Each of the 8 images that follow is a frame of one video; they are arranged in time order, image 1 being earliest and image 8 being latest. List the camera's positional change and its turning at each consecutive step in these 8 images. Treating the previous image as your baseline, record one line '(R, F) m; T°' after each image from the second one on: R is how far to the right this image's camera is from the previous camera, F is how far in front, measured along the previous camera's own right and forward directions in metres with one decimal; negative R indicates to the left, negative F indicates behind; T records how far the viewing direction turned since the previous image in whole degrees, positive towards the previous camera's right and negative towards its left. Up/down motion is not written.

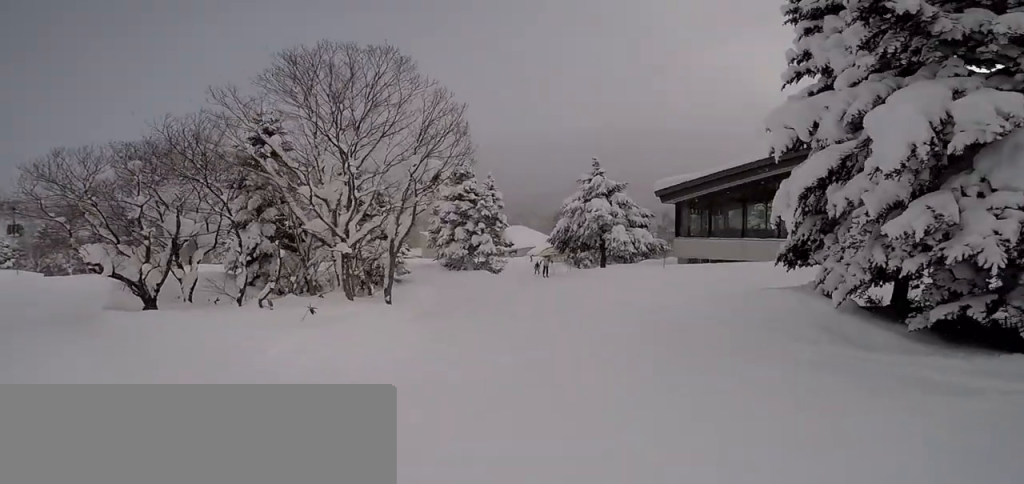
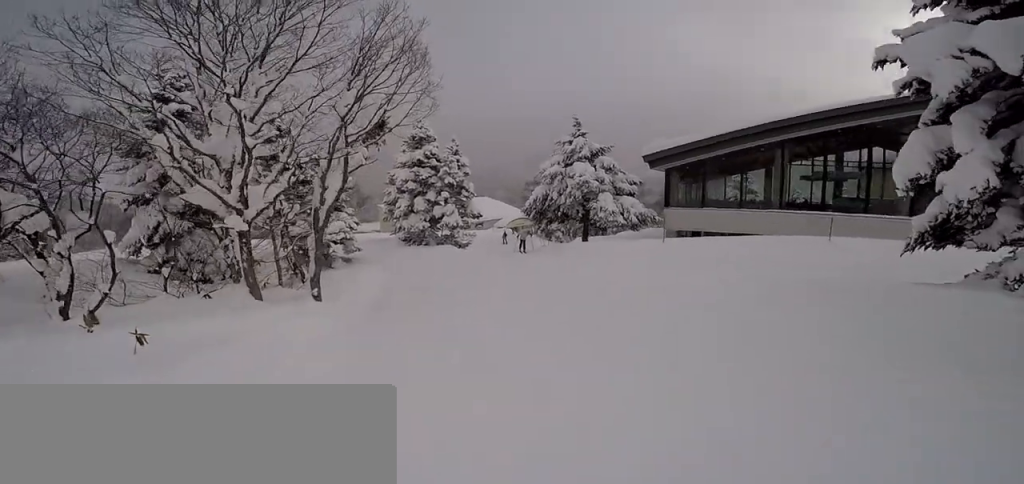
(+0.9, +4.4) m; +11°
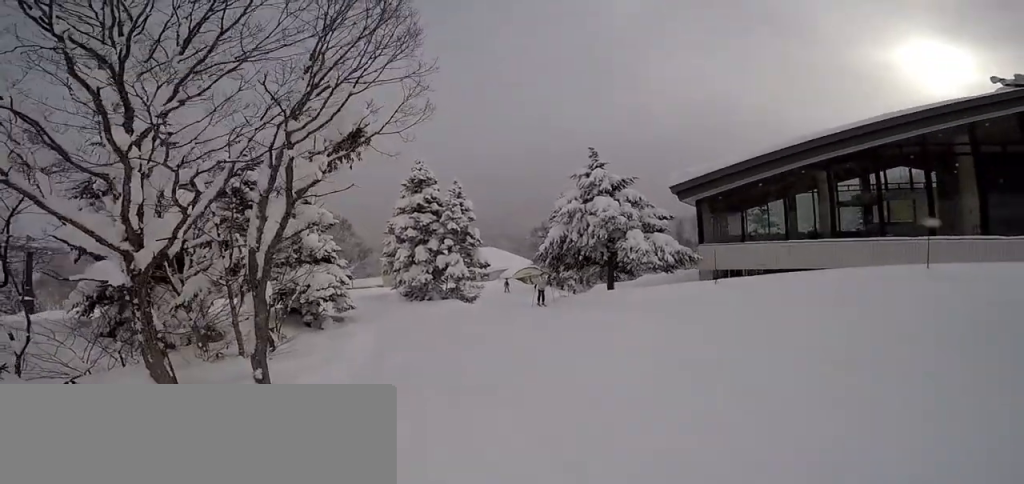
(+0.1, +3.9) m; -12°
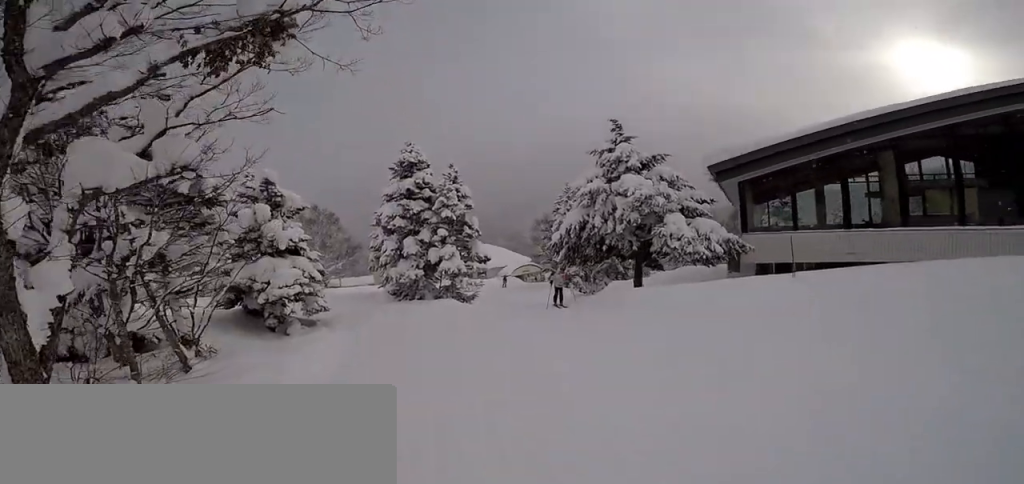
(-0.9, +4.0) m; -3°
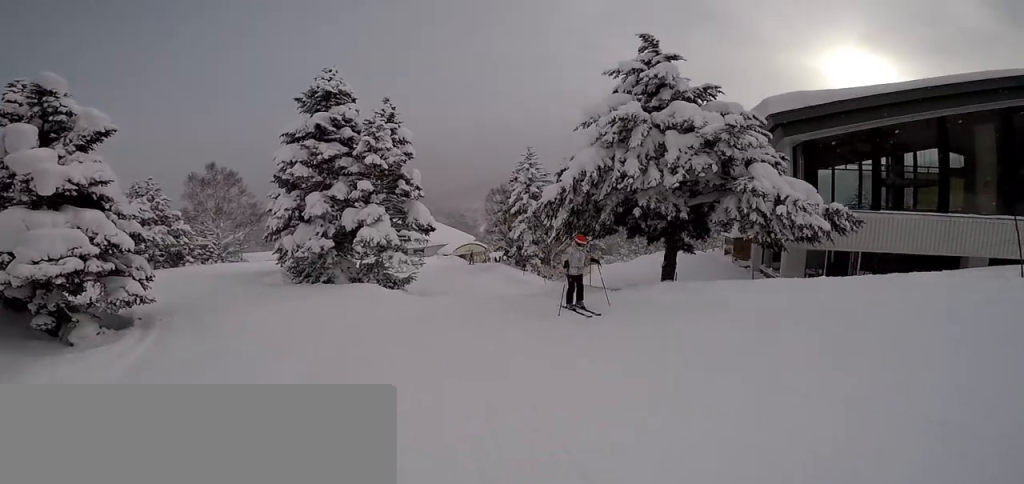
(+0.9, +7.1) m; +15°
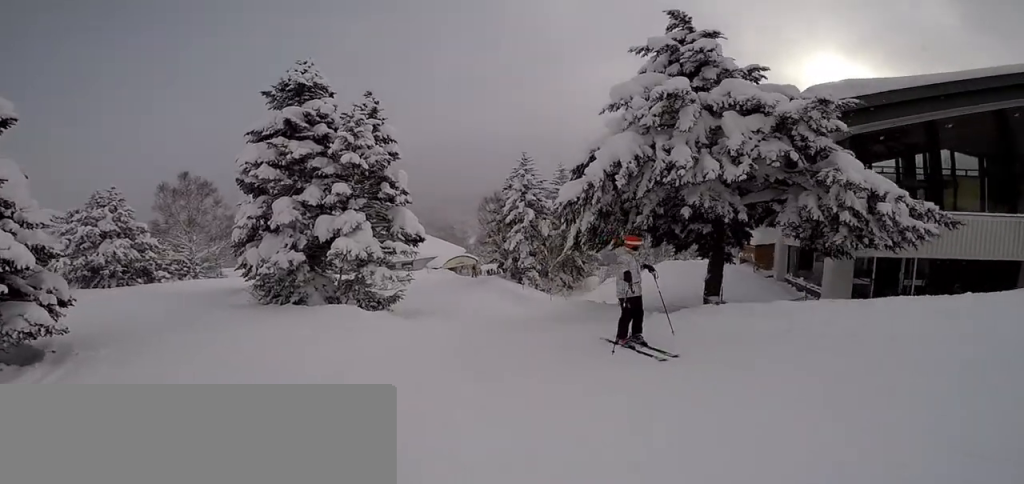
(+0.1, +2.6) m; +1°
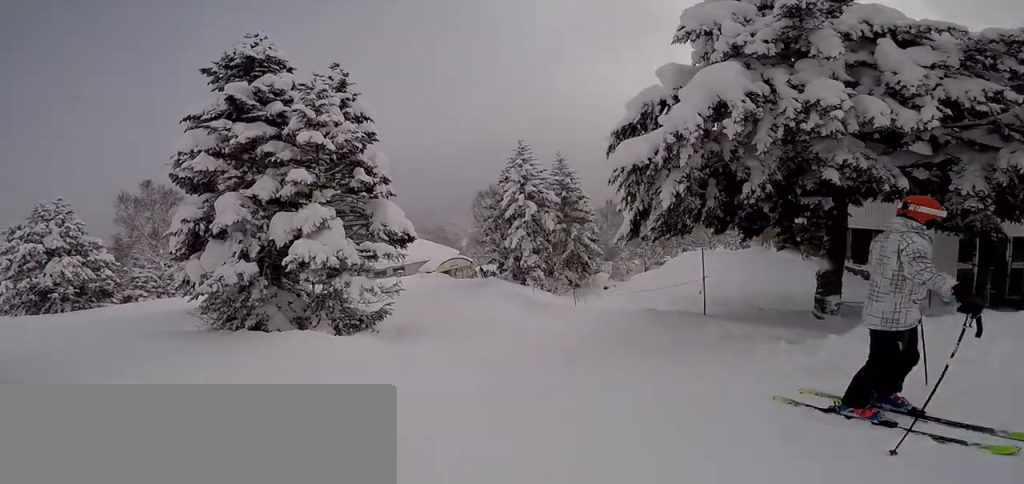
(+0.1, +3.6) m; +1°
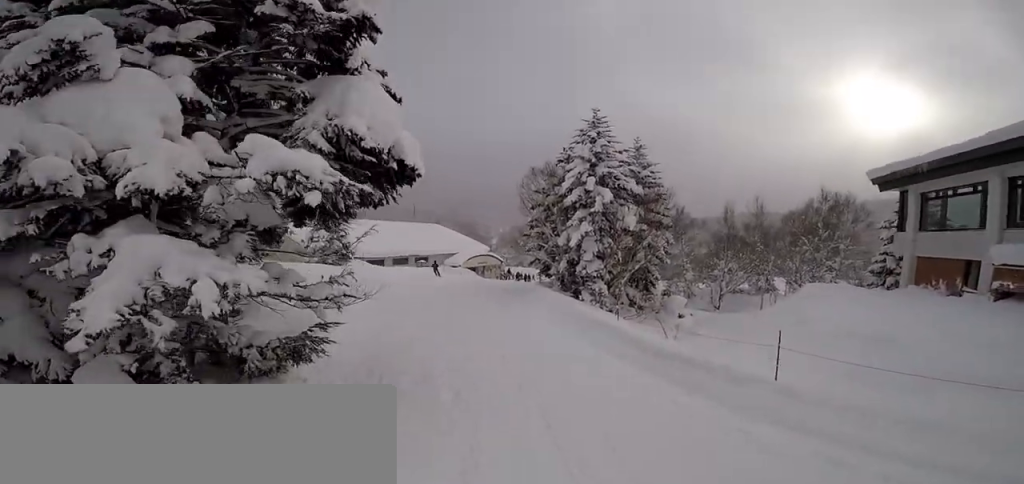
(0.0, +9.5) m; 0°
